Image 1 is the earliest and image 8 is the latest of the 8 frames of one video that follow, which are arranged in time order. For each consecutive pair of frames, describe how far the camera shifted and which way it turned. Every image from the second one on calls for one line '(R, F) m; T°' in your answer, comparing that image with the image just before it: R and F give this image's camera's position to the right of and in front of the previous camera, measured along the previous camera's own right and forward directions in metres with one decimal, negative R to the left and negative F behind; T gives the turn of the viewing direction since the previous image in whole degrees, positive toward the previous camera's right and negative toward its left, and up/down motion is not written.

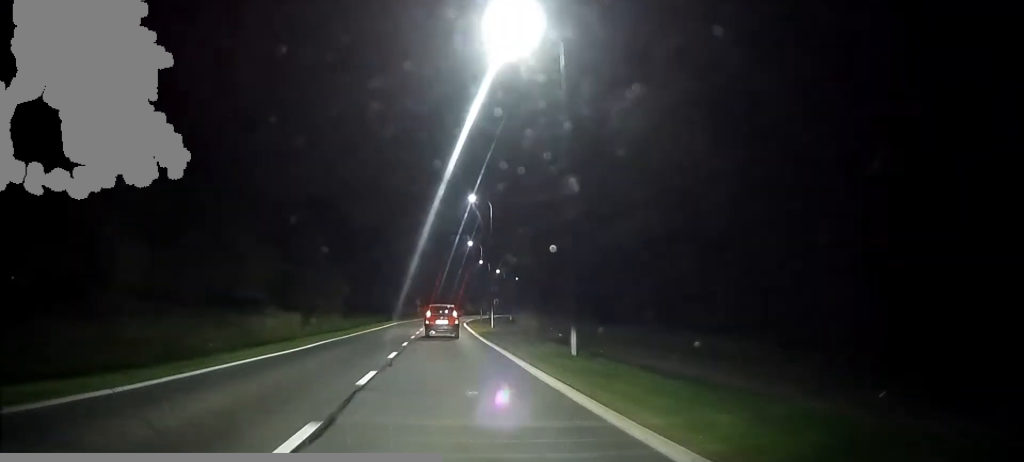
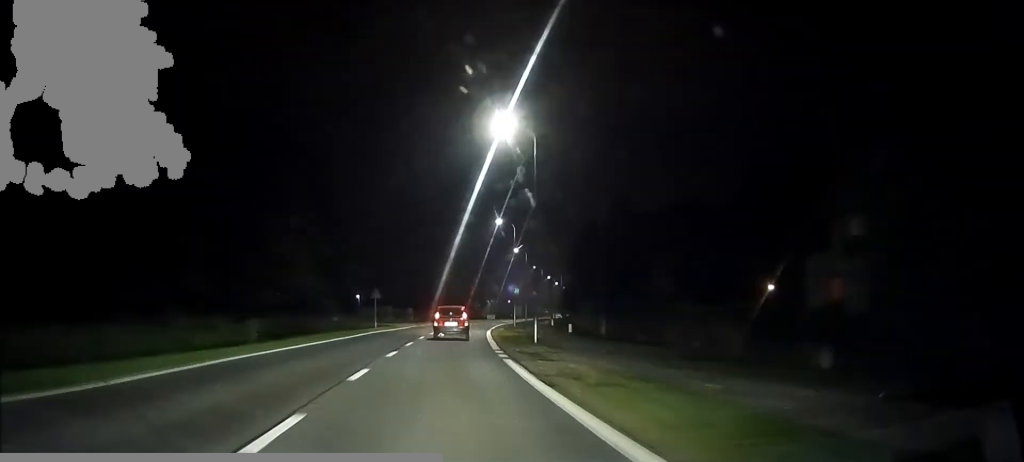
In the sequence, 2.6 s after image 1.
(+1.1, +52.8) m; +5°
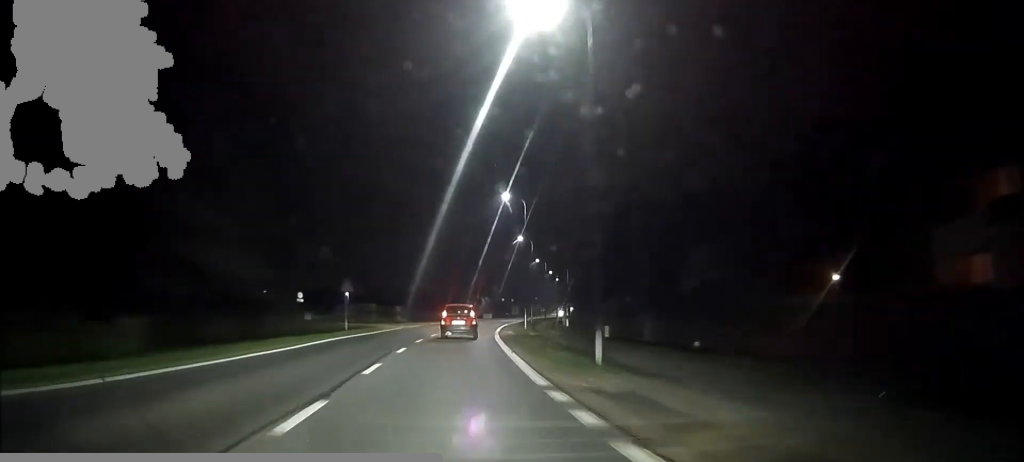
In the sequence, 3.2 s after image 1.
(+0.3, +11.4) m; +2°
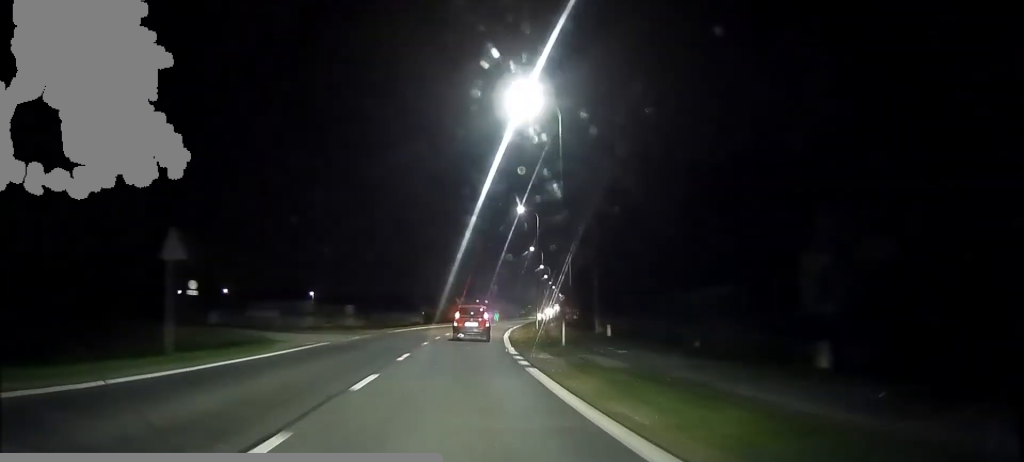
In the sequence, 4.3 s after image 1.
(+0.5, +22.0) m; +2°
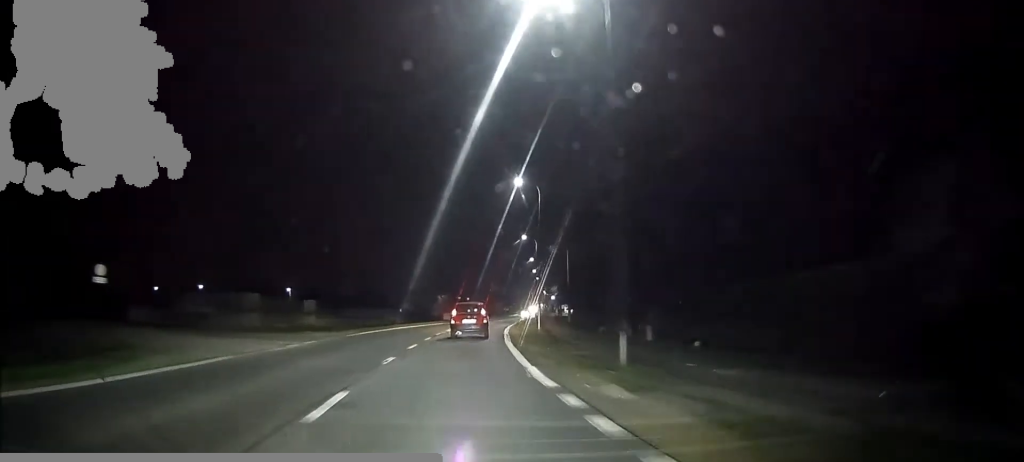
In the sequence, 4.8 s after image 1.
(0.0, +10.0) m; +1°
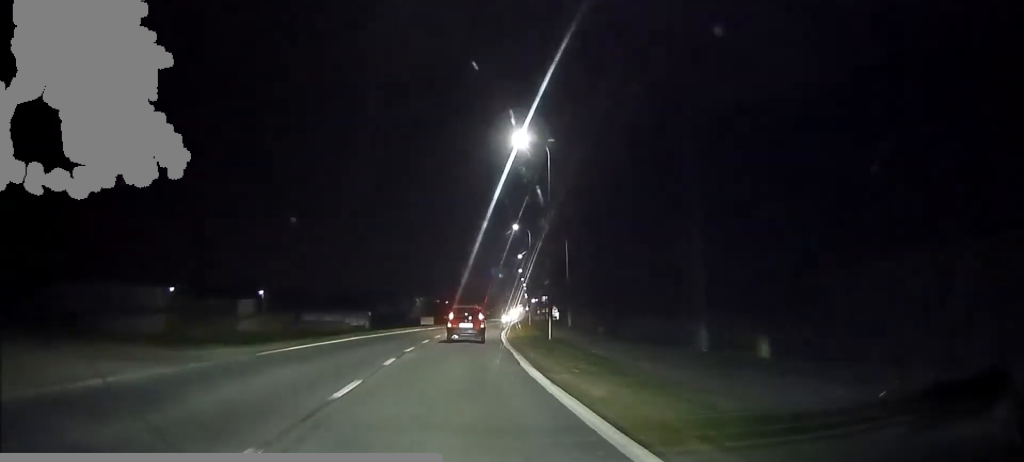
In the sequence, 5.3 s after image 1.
(+0.2, +11.2) m; +1°
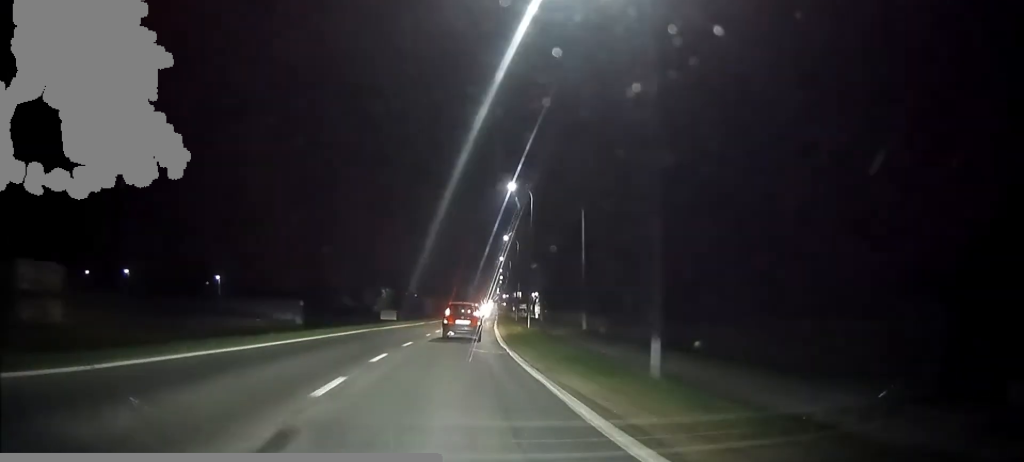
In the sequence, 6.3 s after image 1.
(+0.4, +18.3) m; +2°
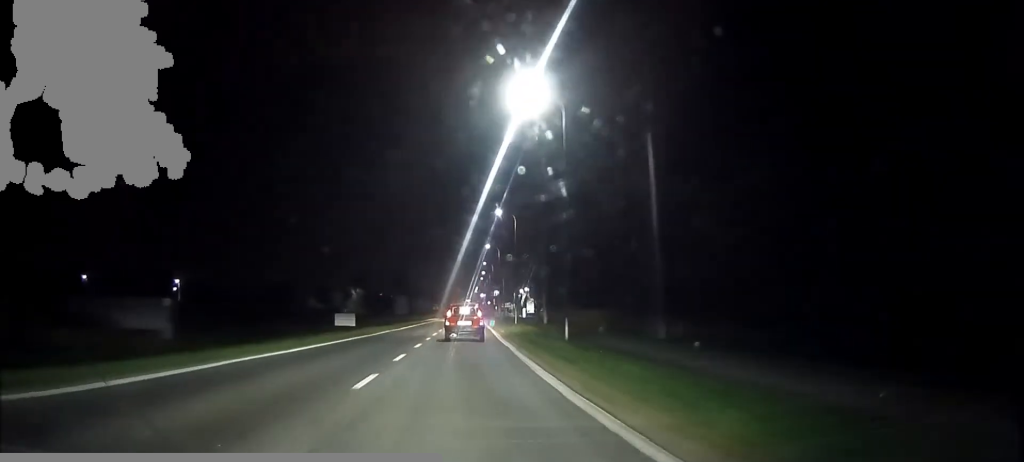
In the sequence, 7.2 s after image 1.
(+0.1, +18.7) m; 0°
